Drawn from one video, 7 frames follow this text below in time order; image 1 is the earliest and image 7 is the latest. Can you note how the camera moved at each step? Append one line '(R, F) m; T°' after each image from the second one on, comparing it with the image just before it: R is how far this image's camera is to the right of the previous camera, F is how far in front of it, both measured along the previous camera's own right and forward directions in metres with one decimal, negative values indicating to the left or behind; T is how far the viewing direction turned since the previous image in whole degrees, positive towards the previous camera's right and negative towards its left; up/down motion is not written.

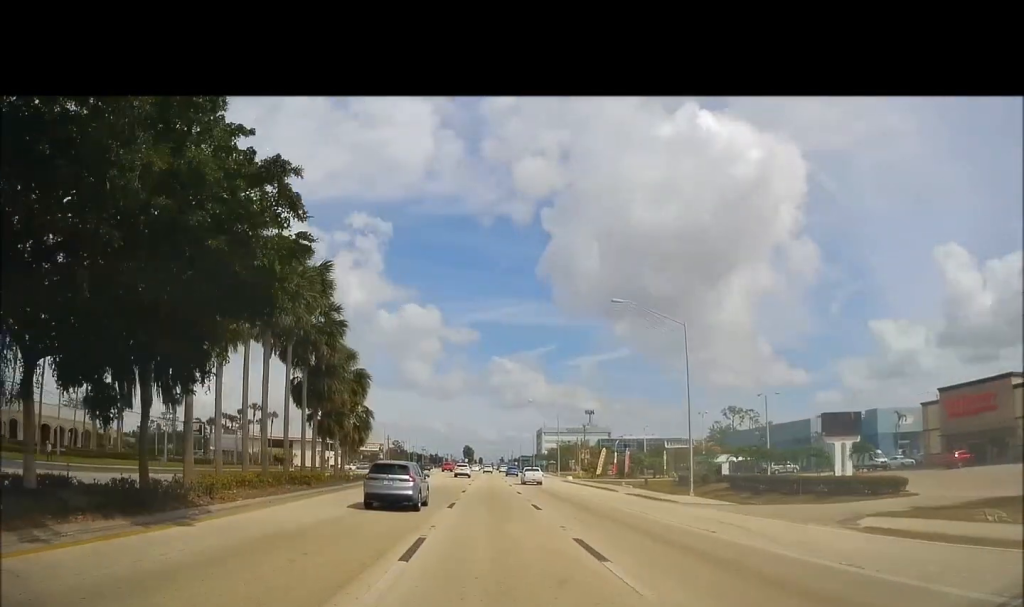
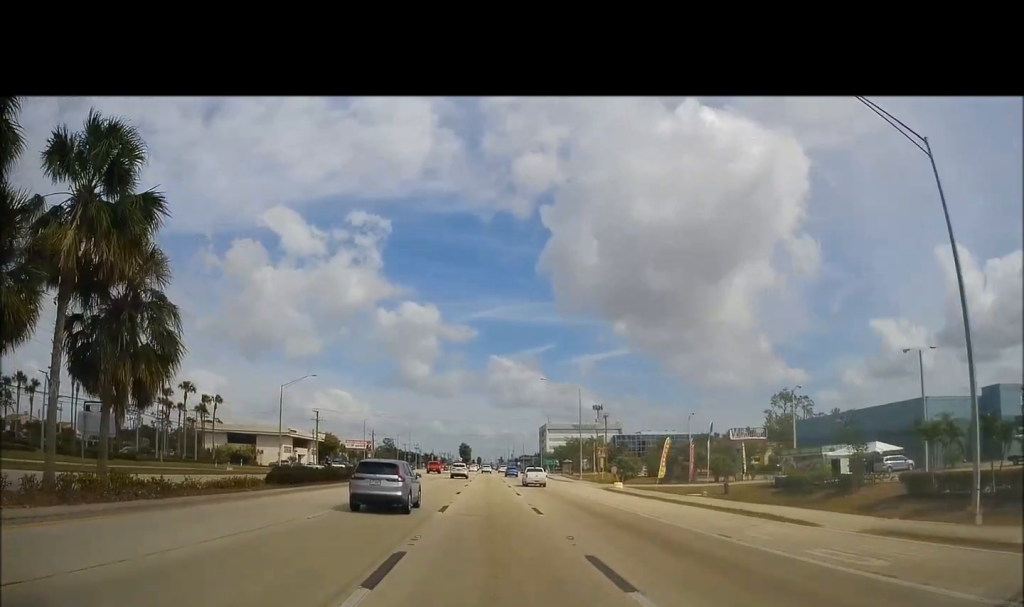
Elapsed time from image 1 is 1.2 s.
(+0.3, +28.4) m; +1°
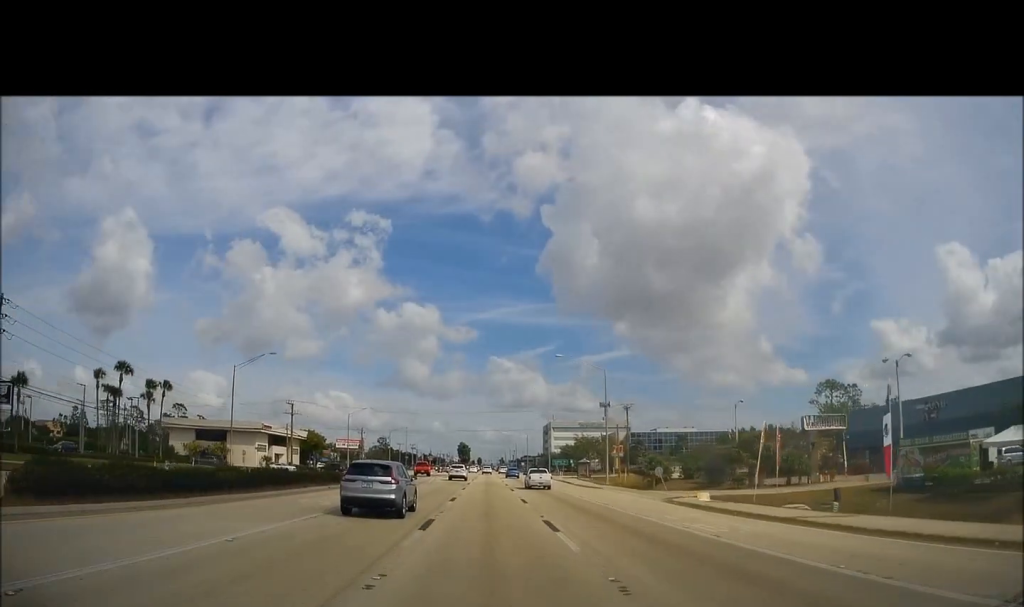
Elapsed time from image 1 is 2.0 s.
(+0.3, +18.2) m; 0°
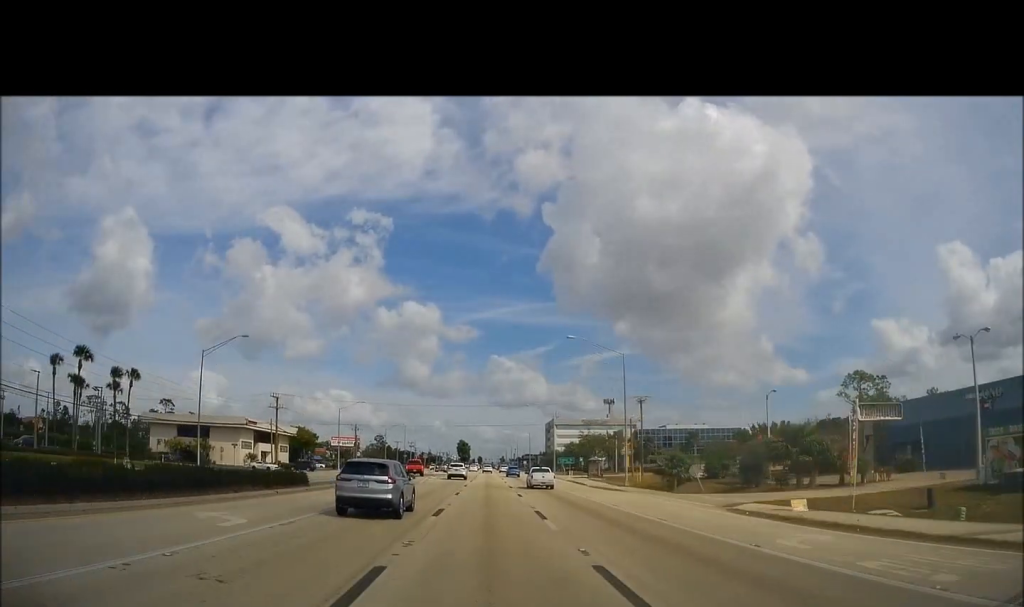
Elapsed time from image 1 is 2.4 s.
(-0.2, +8.9) m; 0°
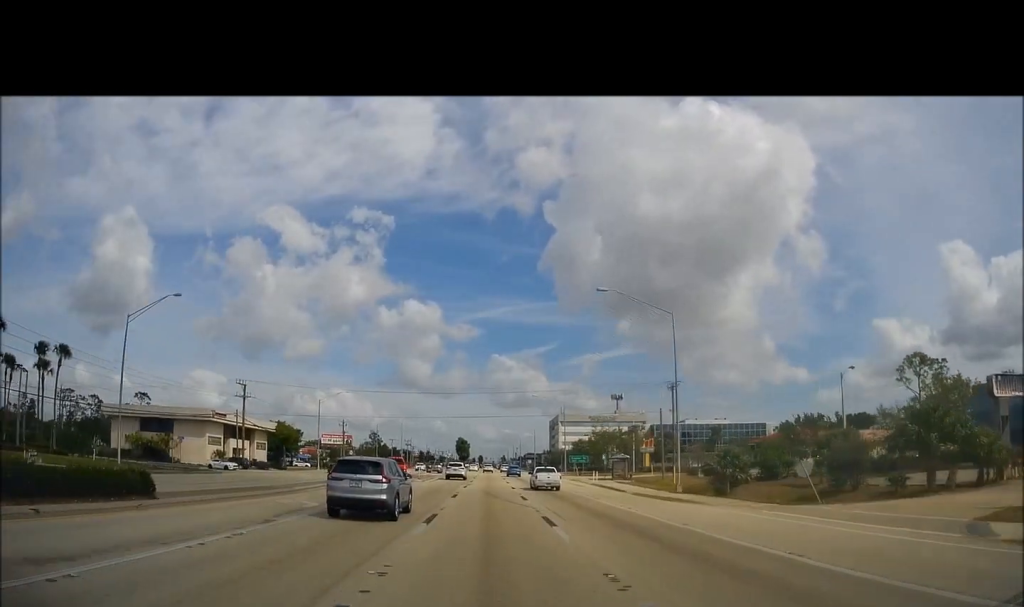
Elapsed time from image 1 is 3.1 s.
(-0.1, +15.5) m; 0°
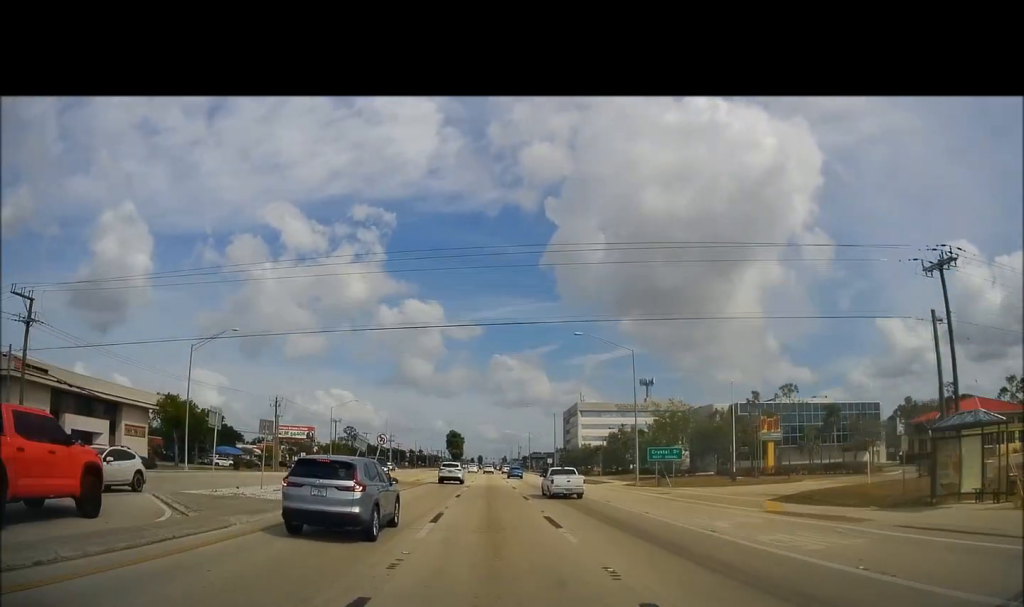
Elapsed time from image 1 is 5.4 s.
(-1.1, +49.4) m; -2°
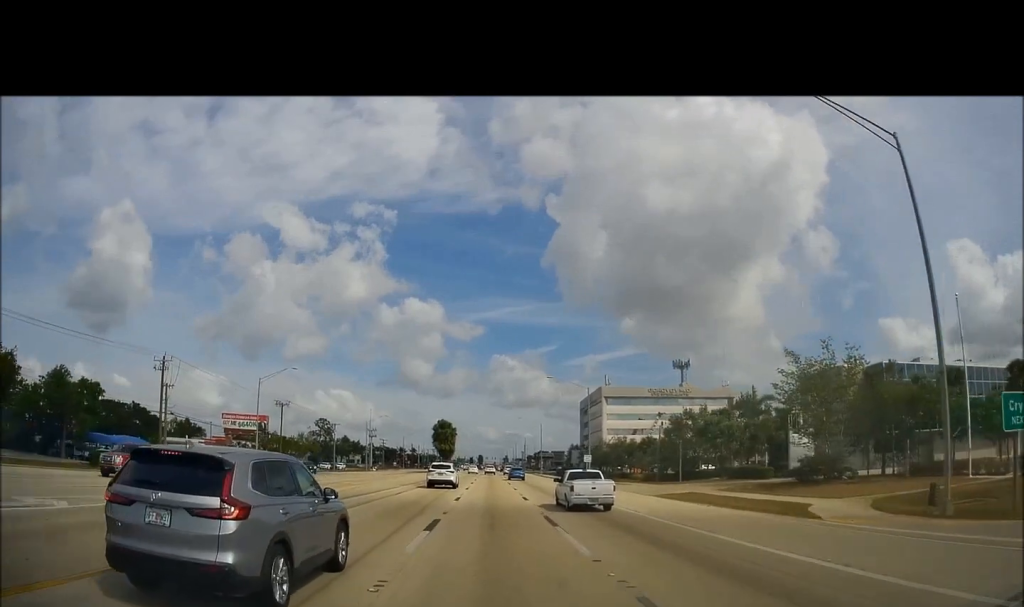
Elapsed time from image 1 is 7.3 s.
(+0.4, +38.9) m; +1°
